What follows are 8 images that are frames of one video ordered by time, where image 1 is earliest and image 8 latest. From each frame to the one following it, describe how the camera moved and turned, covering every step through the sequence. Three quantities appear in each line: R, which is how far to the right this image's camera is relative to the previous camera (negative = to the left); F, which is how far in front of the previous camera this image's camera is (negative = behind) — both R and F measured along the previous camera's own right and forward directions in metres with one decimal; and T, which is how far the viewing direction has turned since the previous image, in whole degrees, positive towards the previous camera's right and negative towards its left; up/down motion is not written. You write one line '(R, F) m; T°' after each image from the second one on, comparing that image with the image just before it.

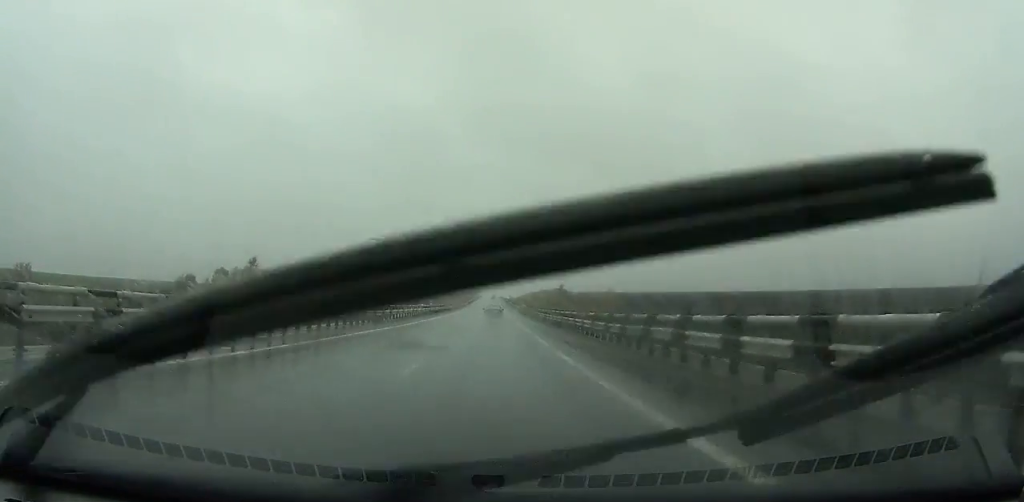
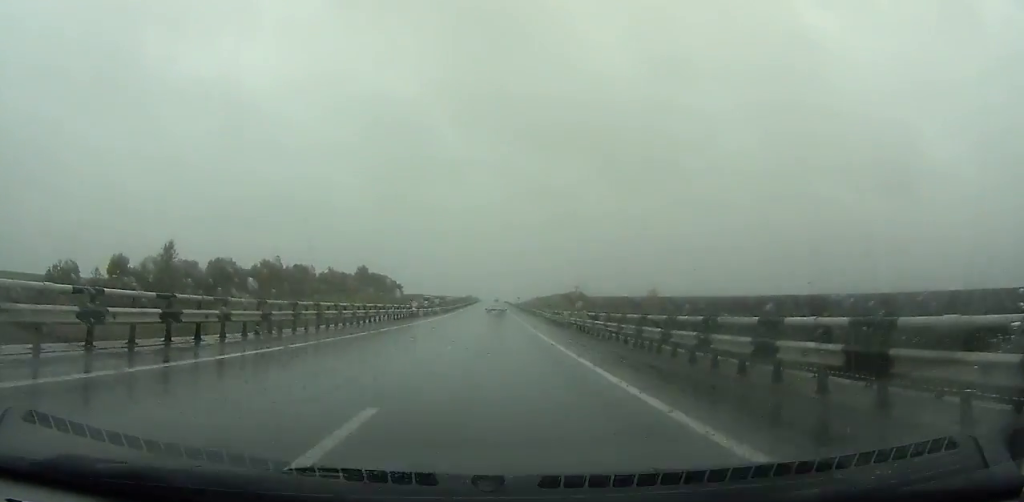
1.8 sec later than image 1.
(0.0, +52.7) m; 0°
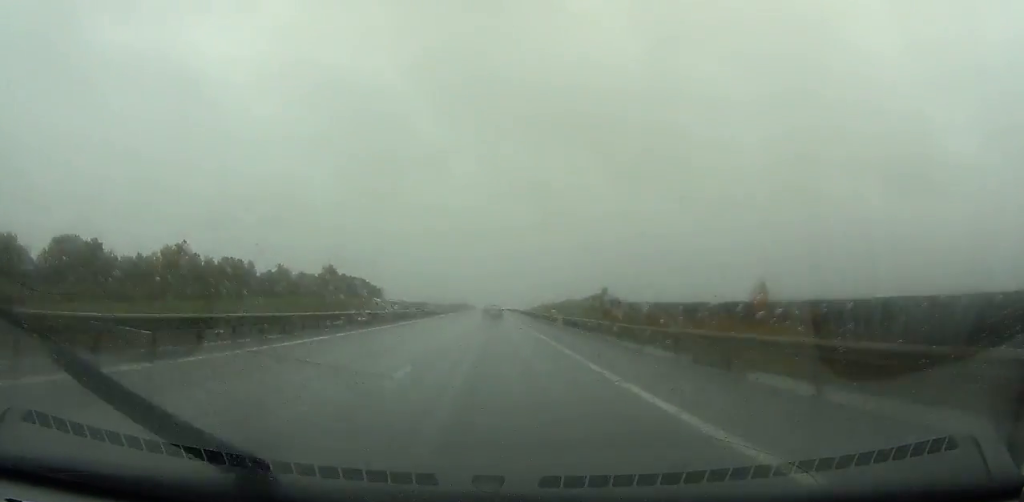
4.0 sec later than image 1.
(0.0, +63.7) m; 0°
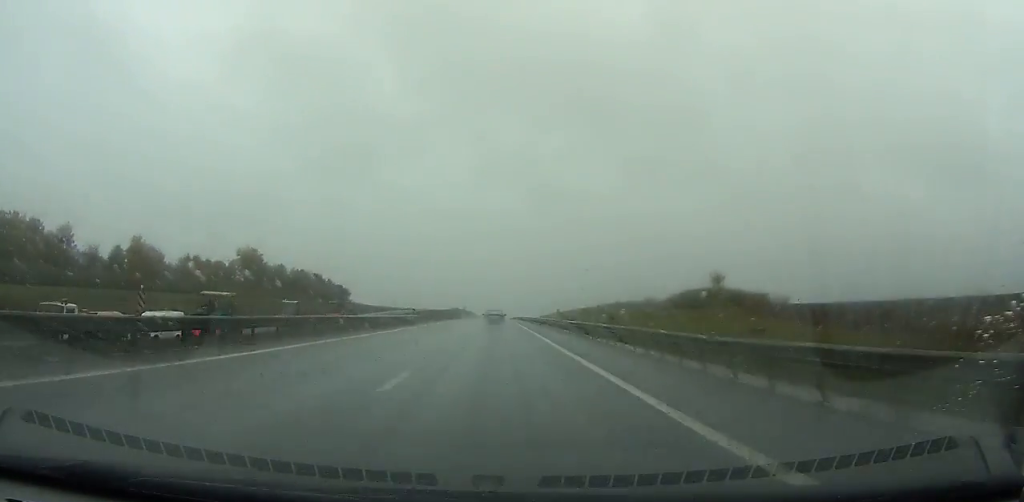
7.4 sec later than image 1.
(0.0, +96.5) m; 0°
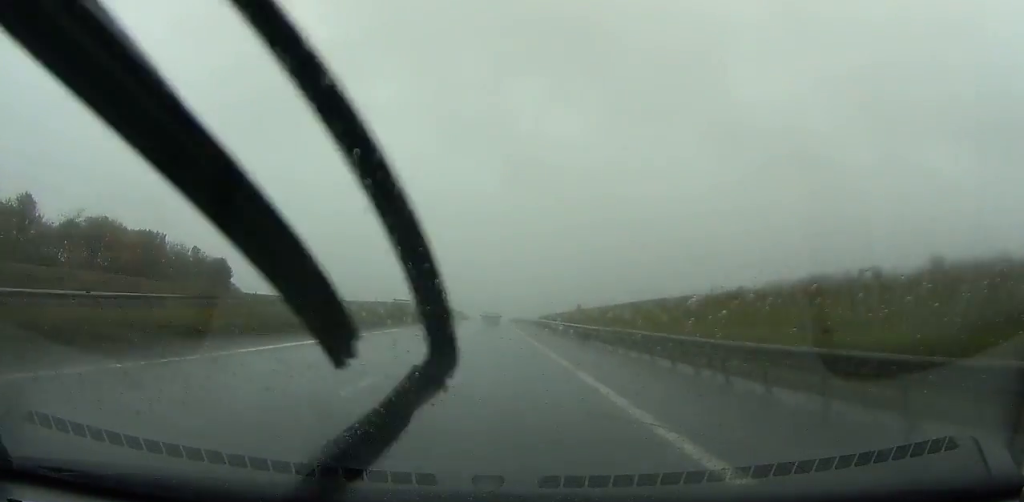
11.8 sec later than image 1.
(-0.2, +121.0) m; 0°
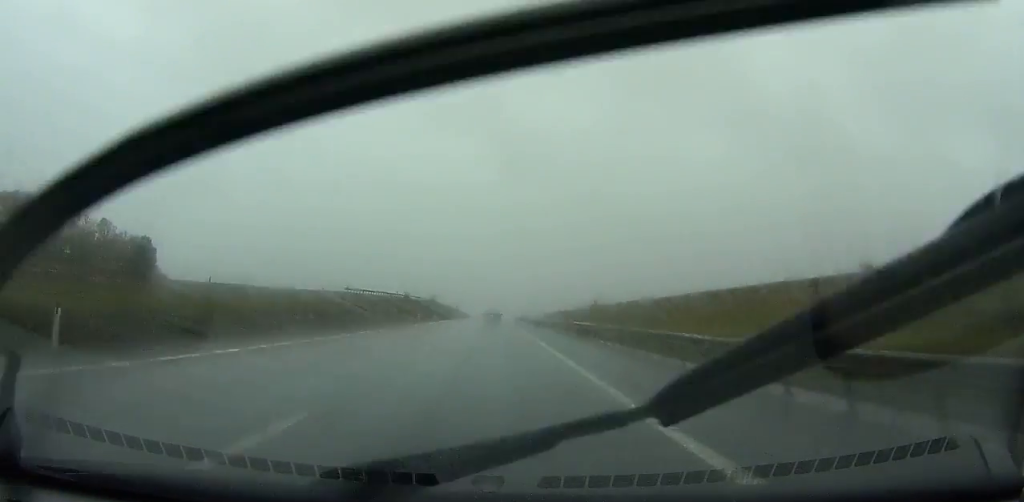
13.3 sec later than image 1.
(-0.1, +40.4) m; 0°
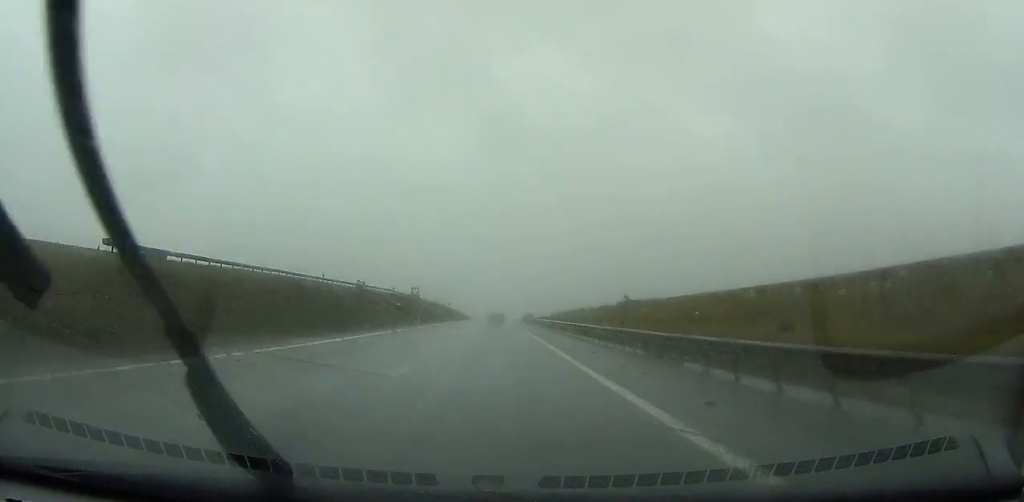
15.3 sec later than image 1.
(-0.1, +54.0) m; 0°
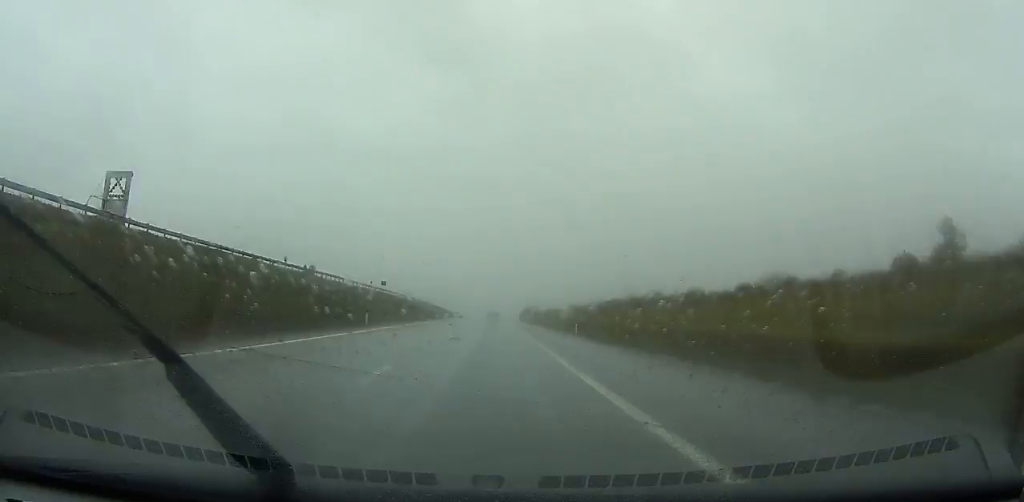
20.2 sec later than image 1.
(+0.6, +133.2) m; 0°
